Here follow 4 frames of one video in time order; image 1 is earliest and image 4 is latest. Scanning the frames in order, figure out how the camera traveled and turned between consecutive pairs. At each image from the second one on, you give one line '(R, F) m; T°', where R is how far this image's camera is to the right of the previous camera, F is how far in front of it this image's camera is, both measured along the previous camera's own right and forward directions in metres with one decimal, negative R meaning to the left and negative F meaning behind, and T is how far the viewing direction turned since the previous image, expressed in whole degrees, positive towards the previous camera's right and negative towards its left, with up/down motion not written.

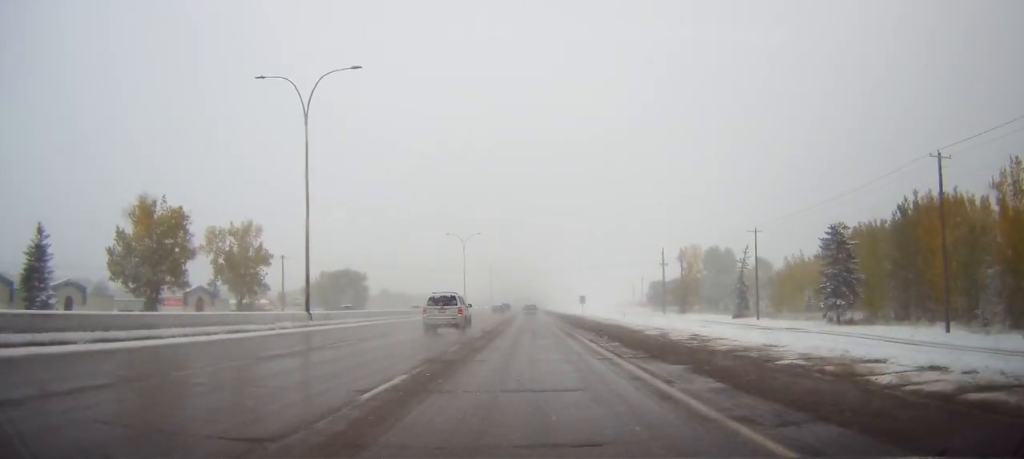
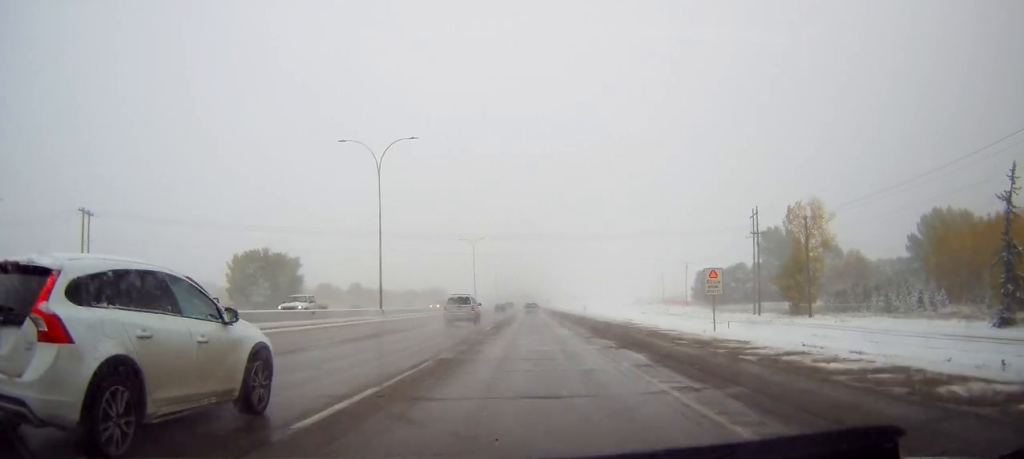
(-0.3, +72.4) m; 0°
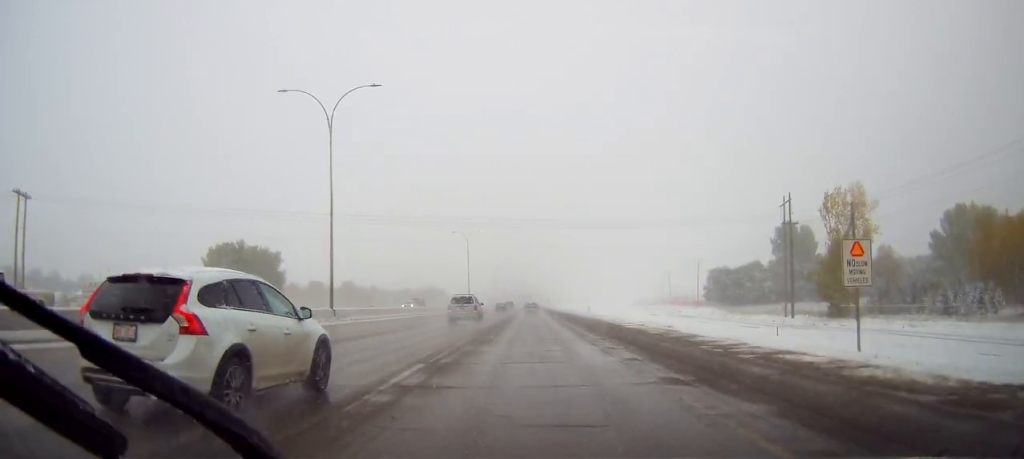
(+0.1, +13.9) m; 0°
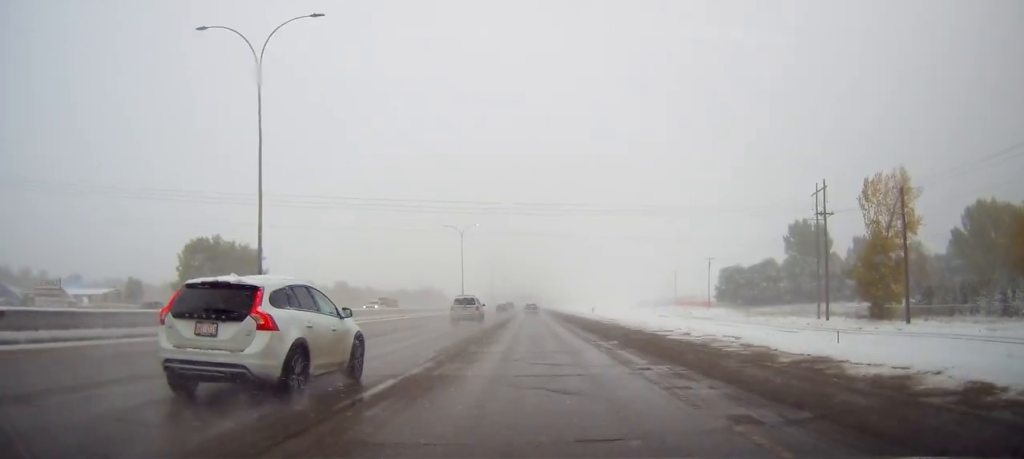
(-0.2, +11.5) m; 0°
